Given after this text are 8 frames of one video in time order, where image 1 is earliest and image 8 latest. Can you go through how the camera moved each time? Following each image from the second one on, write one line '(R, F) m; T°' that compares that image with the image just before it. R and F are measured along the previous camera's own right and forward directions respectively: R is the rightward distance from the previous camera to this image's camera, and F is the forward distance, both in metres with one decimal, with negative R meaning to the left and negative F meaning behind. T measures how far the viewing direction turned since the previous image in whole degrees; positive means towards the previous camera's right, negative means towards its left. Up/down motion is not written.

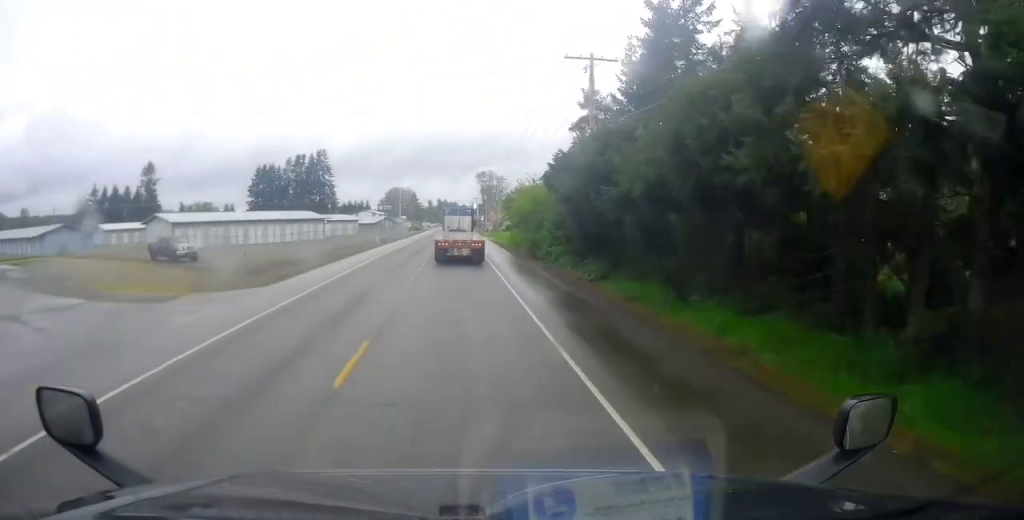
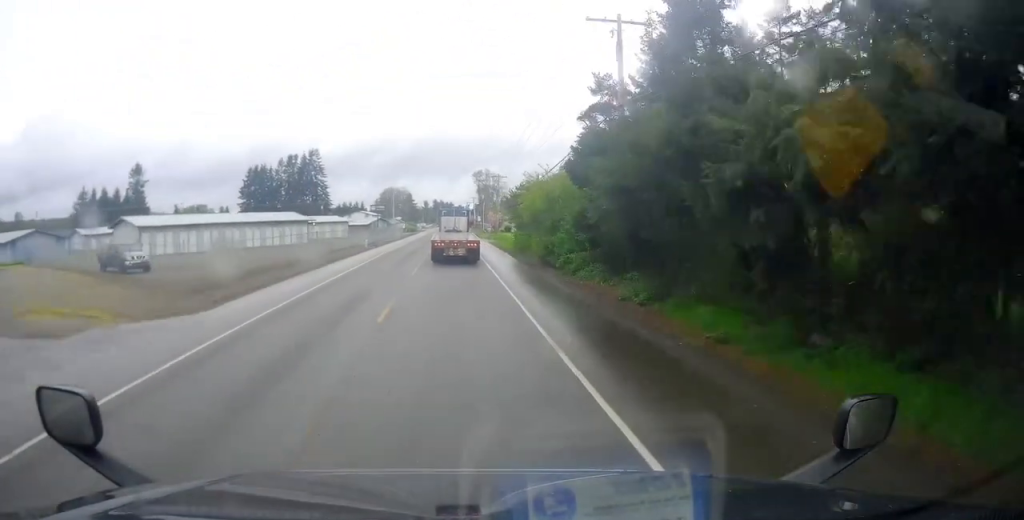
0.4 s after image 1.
(-0.1, +6.6) m; 0°
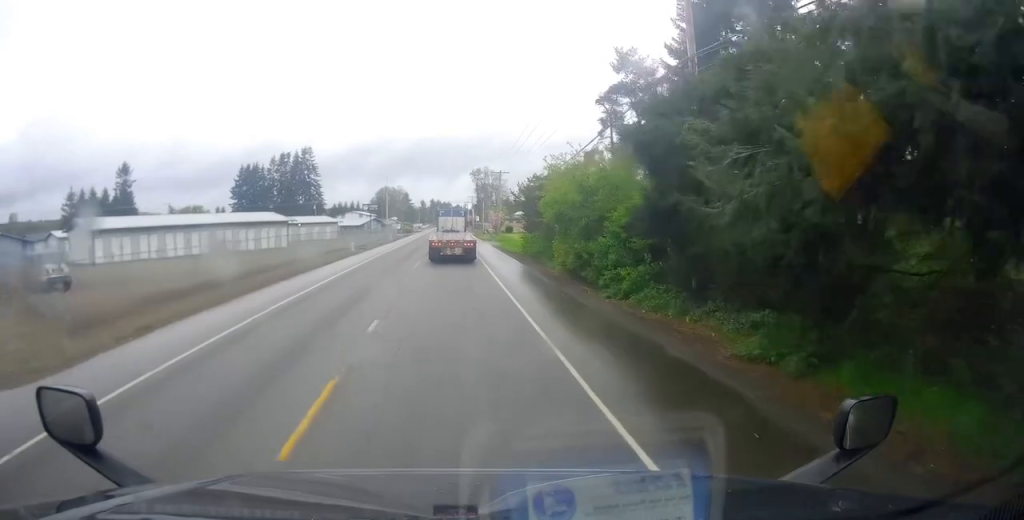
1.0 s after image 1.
(+0.1, +8.2) m; +1°
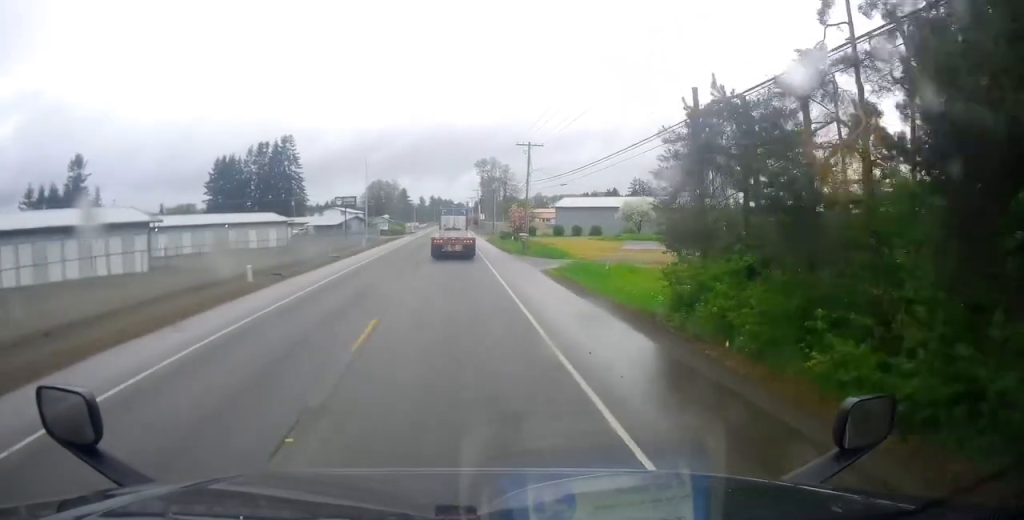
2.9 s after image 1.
(+0.8, +31.4) m; +1°
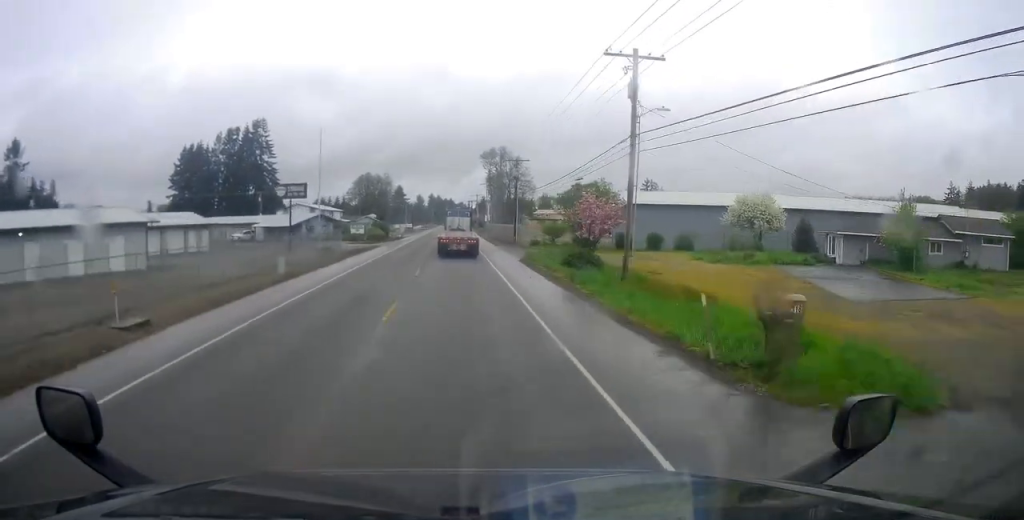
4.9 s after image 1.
(0.0, +33.3) m; -1°
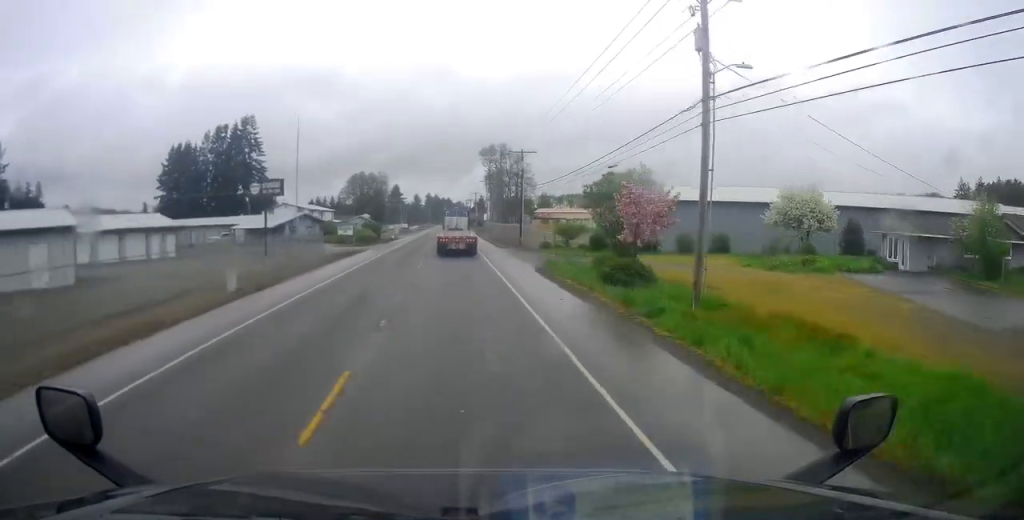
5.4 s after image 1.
(-0.1, +7.9) m; -1°
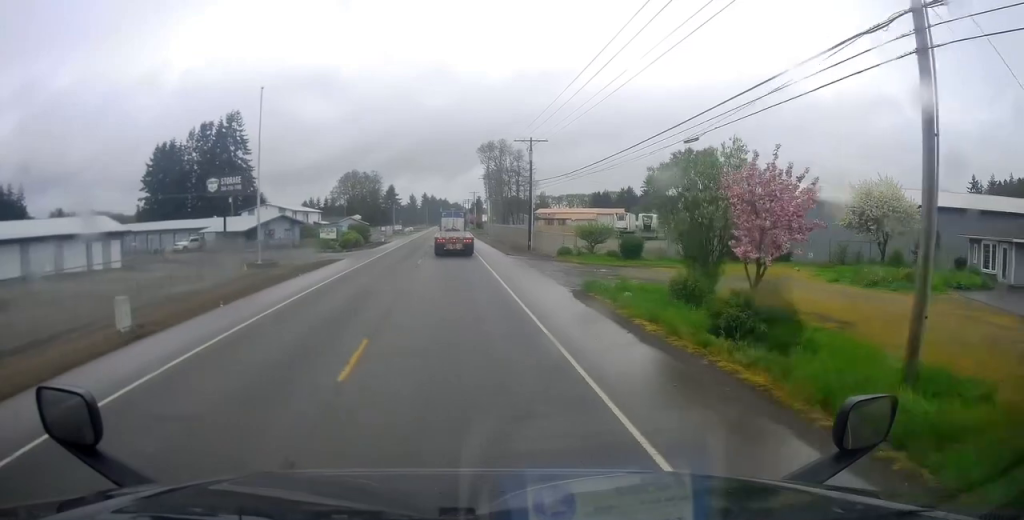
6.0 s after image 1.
(-0.1, +9.7) m; 0°
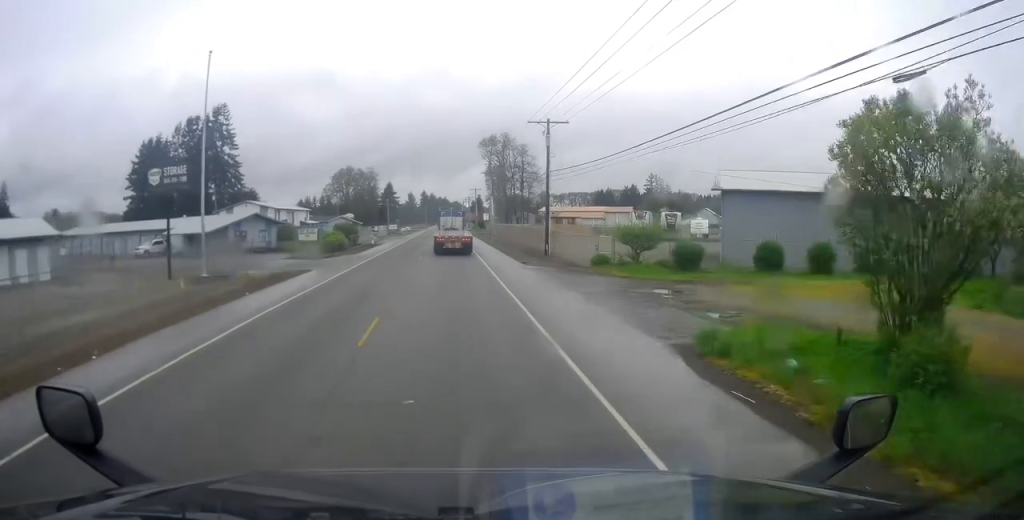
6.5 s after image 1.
(-0.2, +9.7) m; +1°
